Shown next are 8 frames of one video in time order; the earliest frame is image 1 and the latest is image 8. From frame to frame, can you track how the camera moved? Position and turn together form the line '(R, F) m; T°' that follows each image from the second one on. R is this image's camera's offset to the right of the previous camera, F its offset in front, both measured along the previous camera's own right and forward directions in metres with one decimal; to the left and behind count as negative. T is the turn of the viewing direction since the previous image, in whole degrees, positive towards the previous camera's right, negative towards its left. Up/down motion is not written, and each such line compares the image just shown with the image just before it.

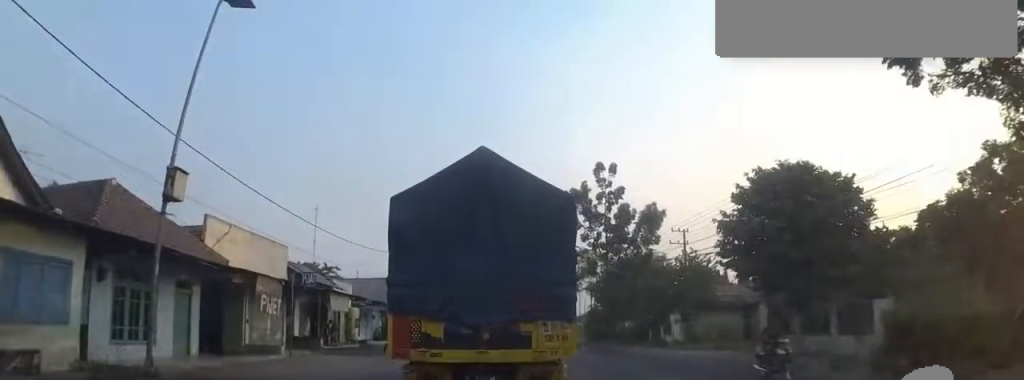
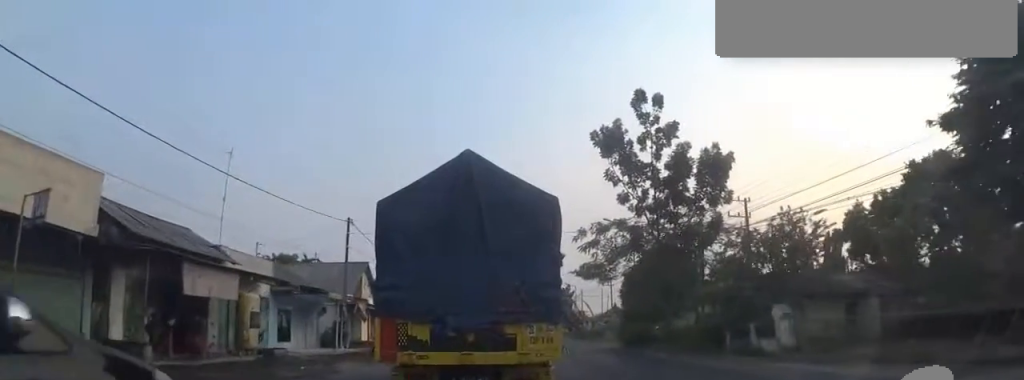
(+2.1, +10.2) m; +14°
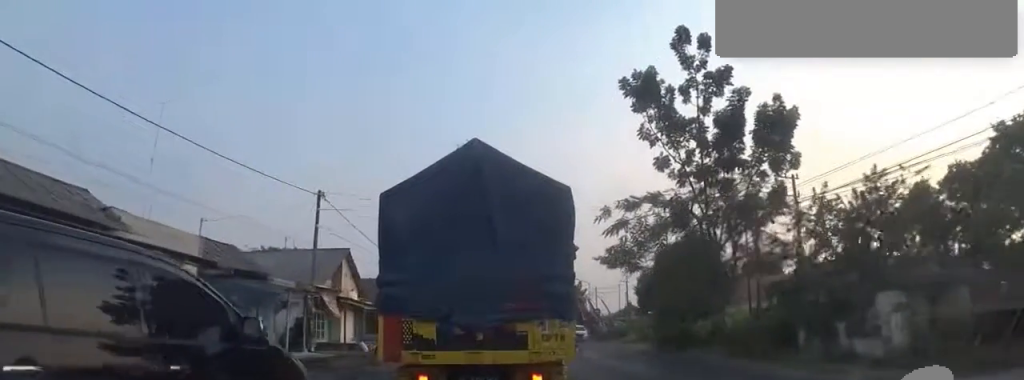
(+0.4, +5.0) m; 0°
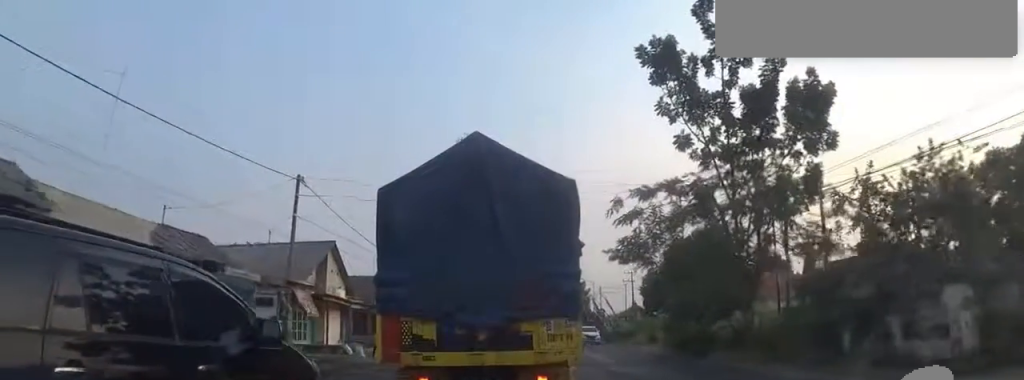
(+0.1, +2.3) m; -3°
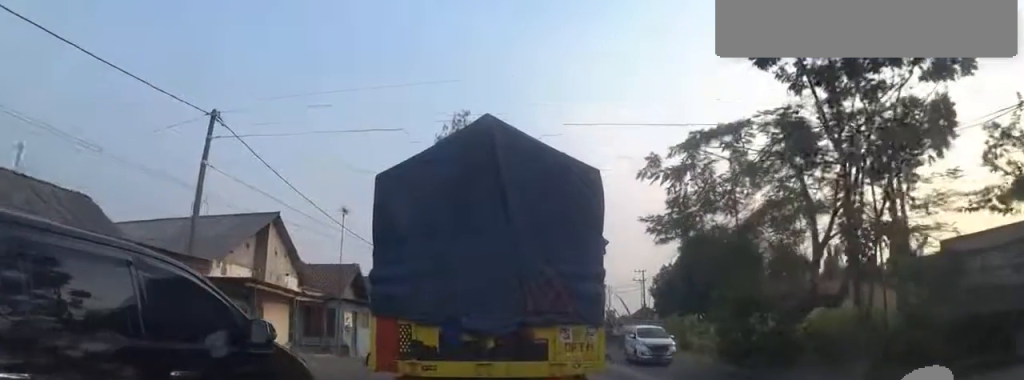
(-0.9, +5.9) m; -10°
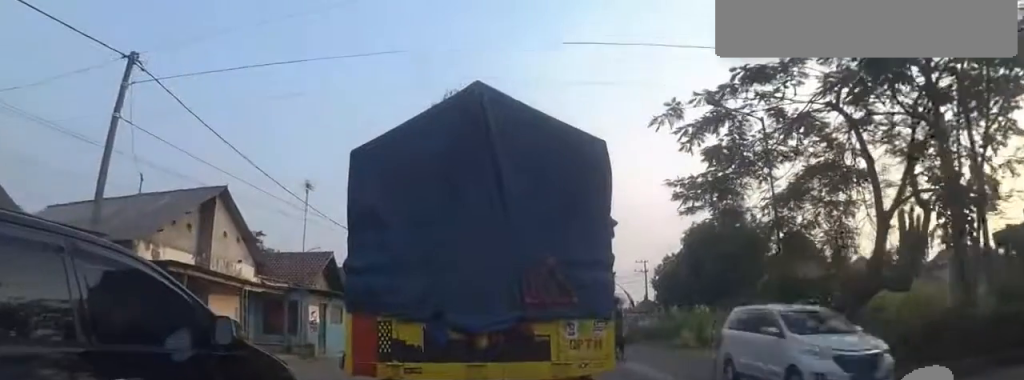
(-0.4, +2.9) m; +3°
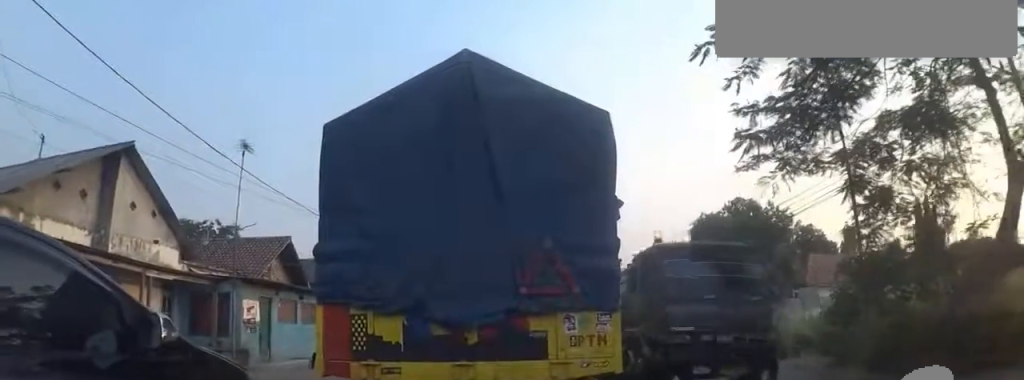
(+1.0, +3.7) m; 0°
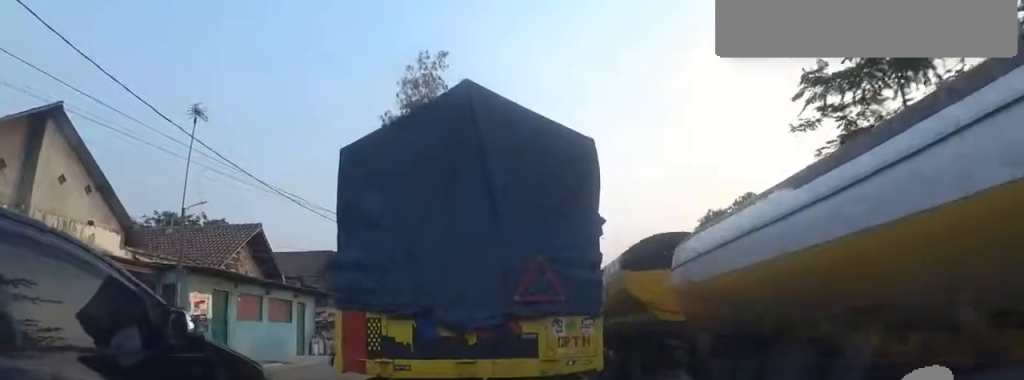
(-0.9, +2.3) m; -1°
